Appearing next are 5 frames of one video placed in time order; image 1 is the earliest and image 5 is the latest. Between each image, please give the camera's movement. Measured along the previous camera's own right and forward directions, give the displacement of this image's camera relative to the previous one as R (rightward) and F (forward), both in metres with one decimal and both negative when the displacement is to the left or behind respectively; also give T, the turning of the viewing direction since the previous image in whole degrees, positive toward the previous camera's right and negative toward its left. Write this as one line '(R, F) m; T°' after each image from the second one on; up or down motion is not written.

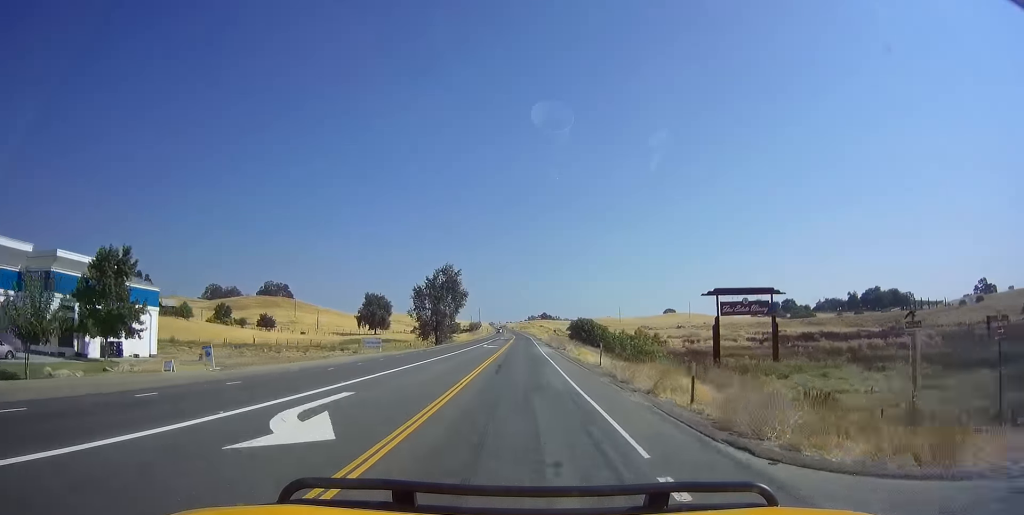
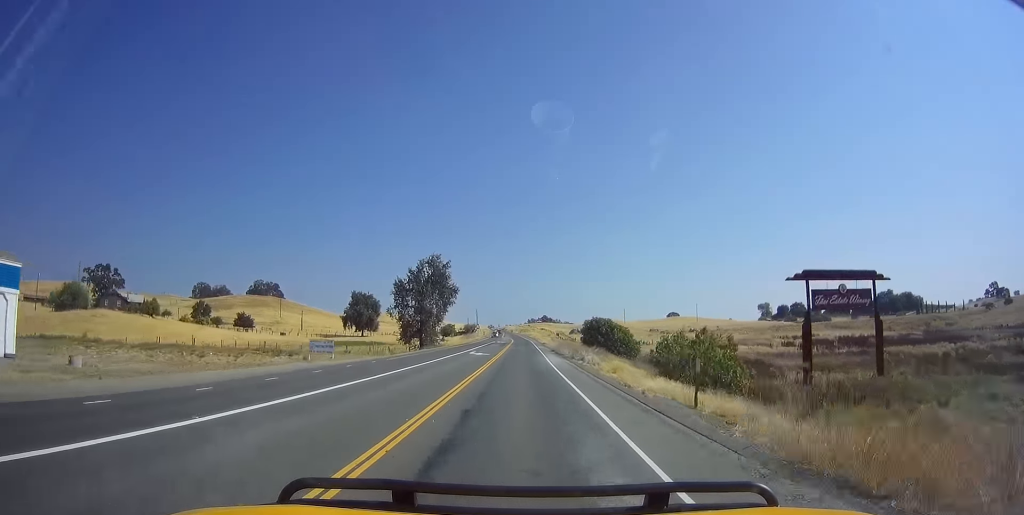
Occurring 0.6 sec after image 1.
(+0.4, +15.4) m; +1°
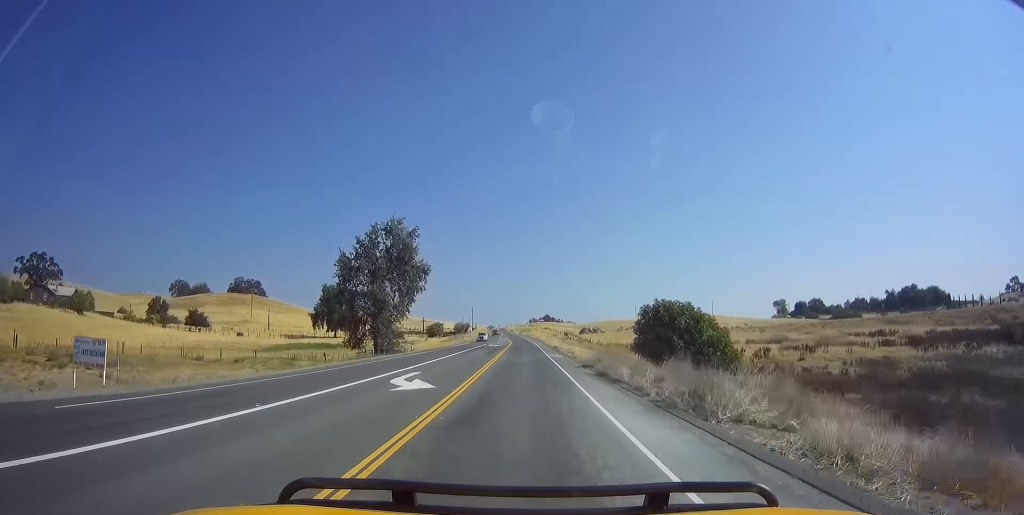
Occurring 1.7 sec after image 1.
(0.0, +27.4) m; -1°
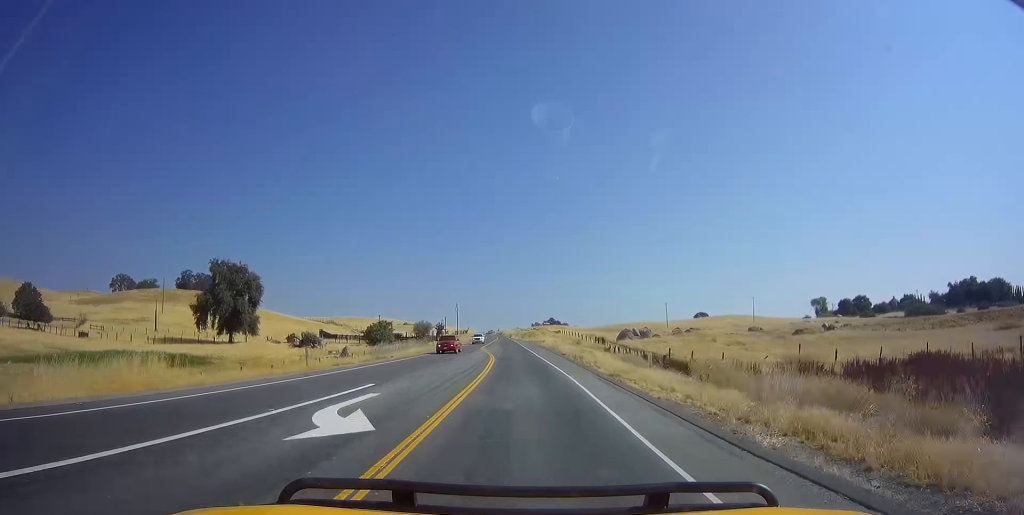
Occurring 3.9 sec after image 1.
(+0.1, +57.7) m; 0°
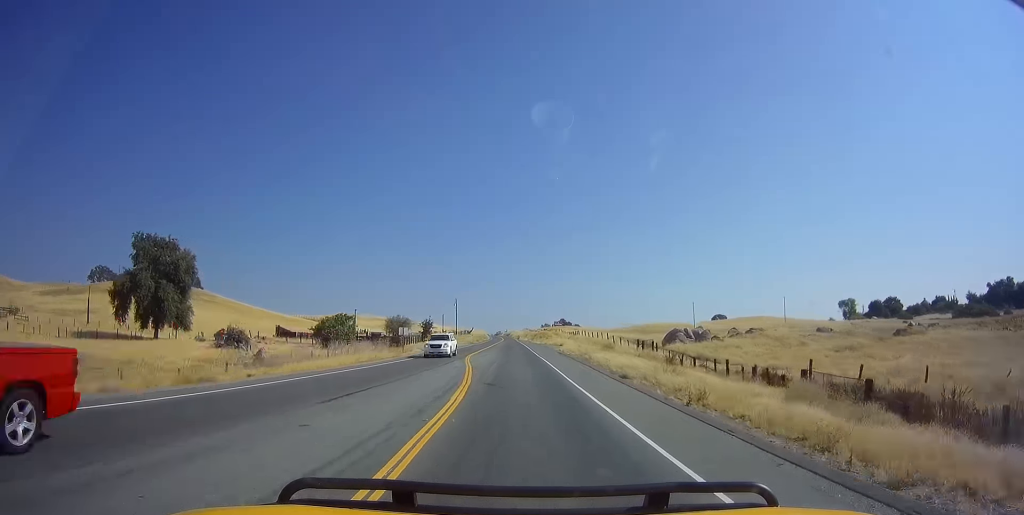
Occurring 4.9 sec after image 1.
(-0.5, +24.3) m; -1°
